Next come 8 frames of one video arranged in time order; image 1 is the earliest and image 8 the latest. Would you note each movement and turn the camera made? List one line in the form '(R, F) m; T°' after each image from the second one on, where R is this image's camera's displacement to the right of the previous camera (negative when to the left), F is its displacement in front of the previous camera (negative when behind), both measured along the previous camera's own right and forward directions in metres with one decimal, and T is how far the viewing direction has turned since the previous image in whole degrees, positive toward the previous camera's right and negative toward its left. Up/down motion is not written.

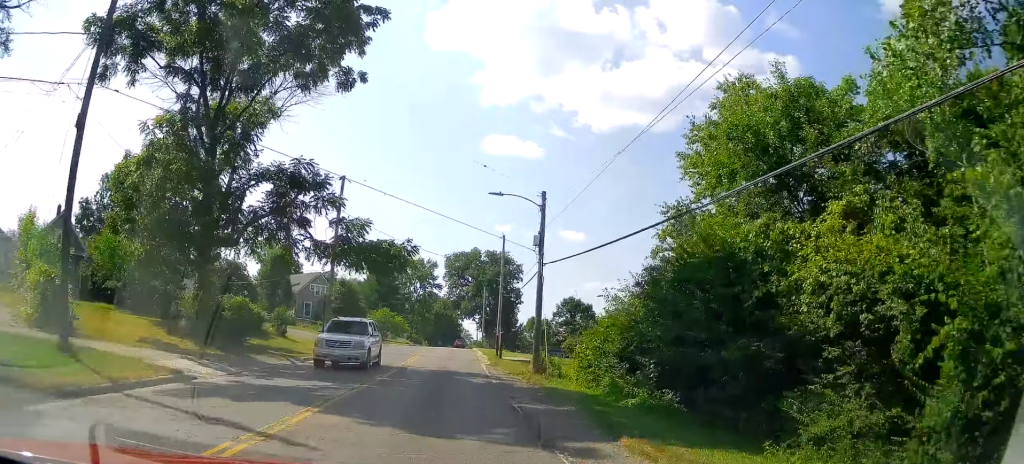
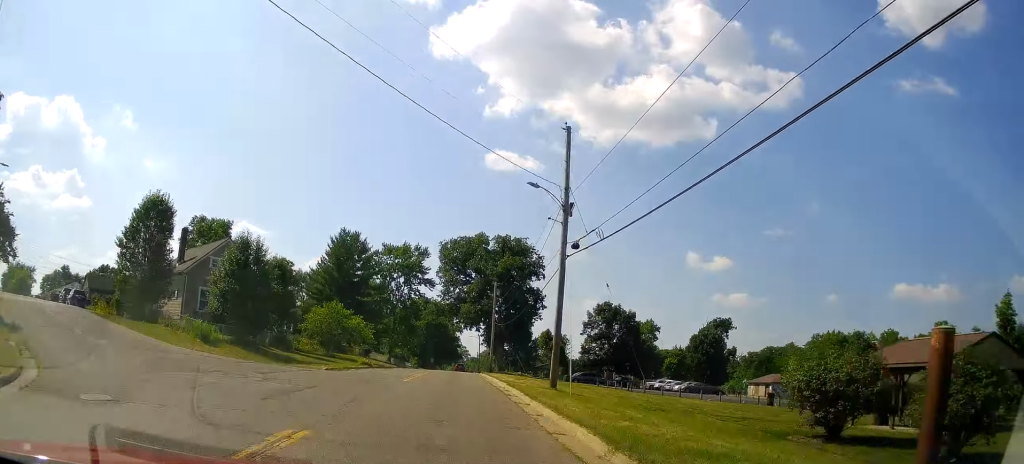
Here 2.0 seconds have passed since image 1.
(+7.4, +33.9) m; +13°
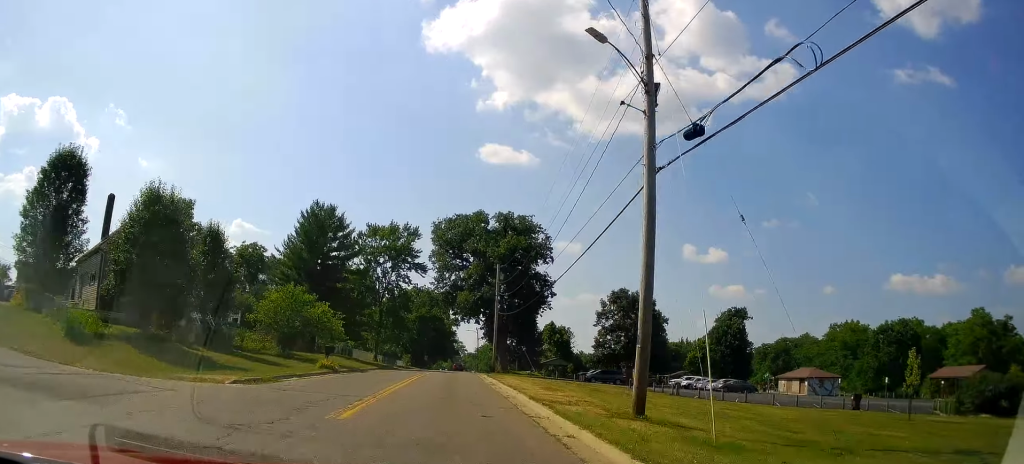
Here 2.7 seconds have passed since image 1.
(-0.9, +12.5) m; -7°
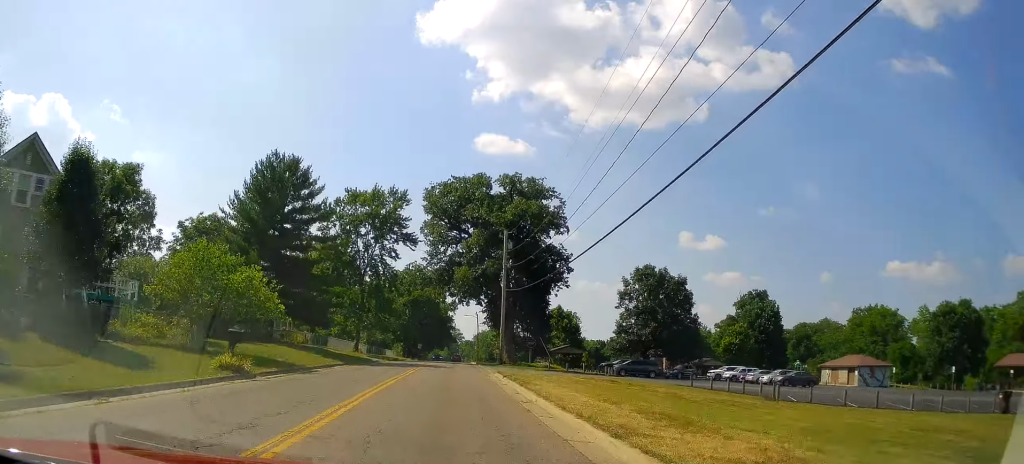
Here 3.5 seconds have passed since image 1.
(-0.8, +12.9) m; 0°
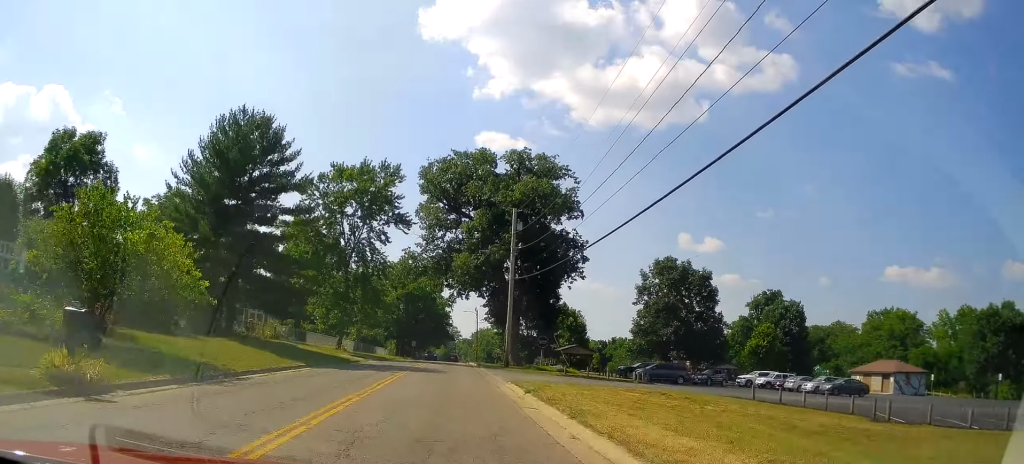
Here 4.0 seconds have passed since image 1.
(-0.1, +7.7) m; +1°
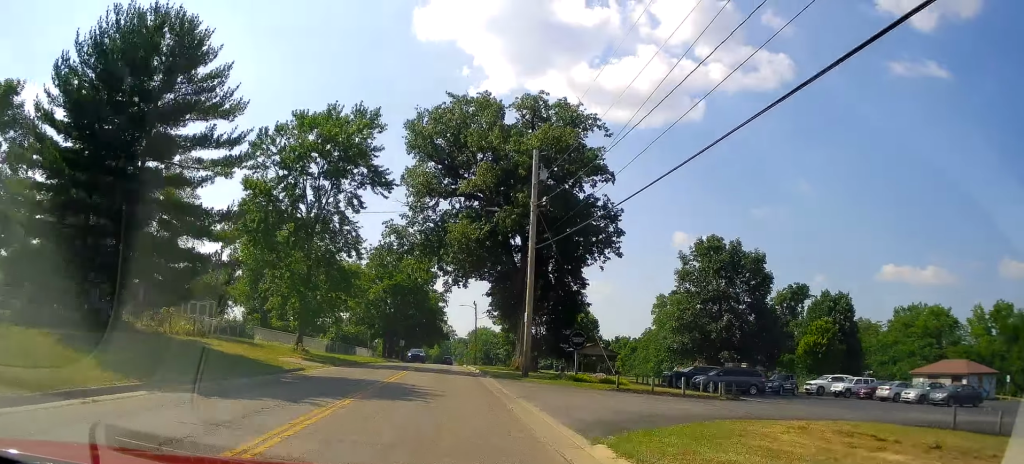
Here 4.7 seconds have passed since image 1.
(+0.6, +12.2) m; +3°
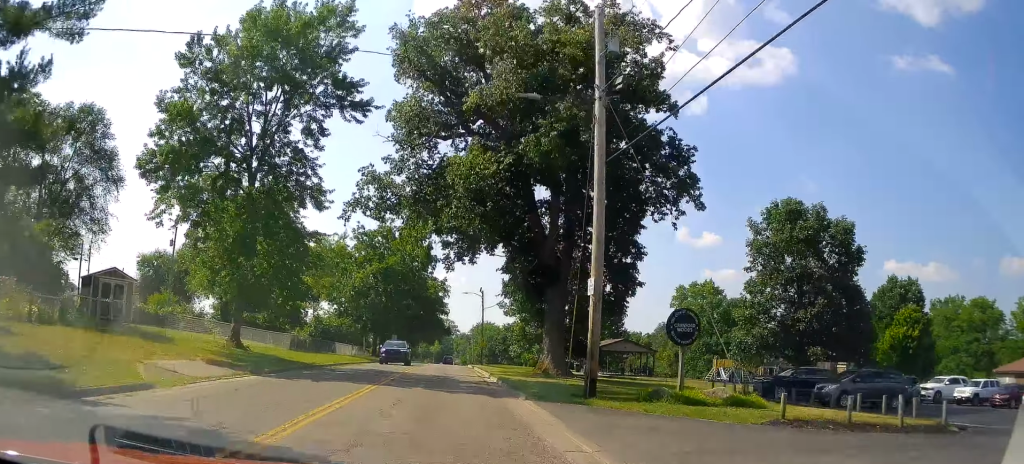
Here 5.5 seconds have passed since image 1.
(+0.1, +11.9) m; -2°
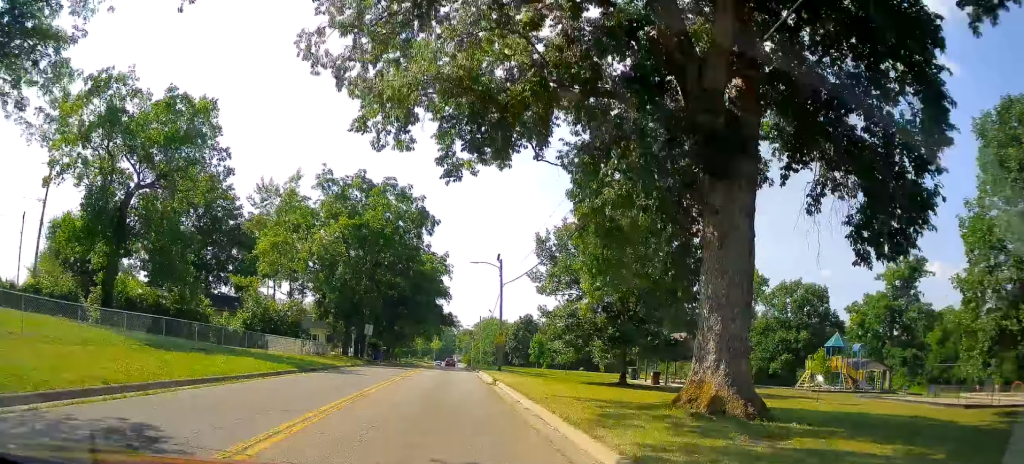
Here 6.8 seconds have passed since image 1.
(-0.7, +19.6) m; -1°
